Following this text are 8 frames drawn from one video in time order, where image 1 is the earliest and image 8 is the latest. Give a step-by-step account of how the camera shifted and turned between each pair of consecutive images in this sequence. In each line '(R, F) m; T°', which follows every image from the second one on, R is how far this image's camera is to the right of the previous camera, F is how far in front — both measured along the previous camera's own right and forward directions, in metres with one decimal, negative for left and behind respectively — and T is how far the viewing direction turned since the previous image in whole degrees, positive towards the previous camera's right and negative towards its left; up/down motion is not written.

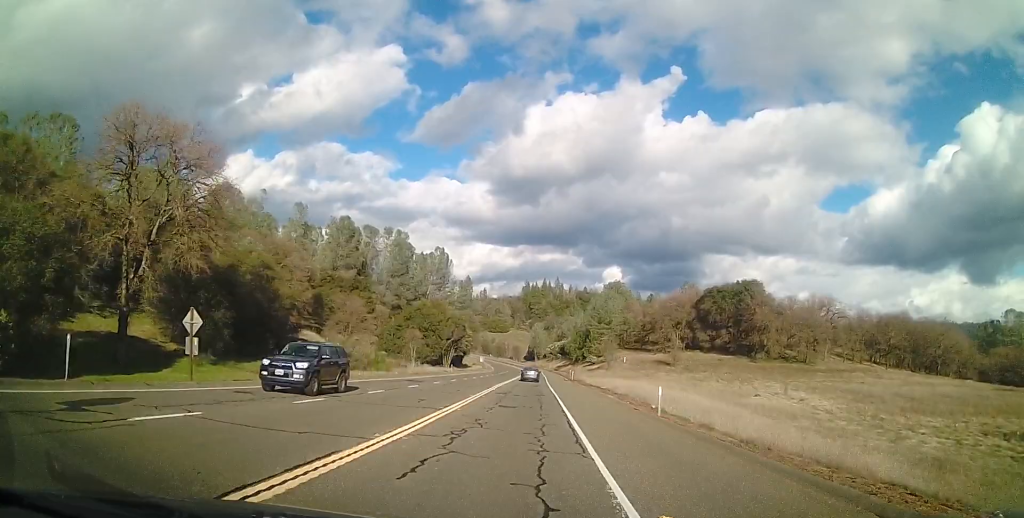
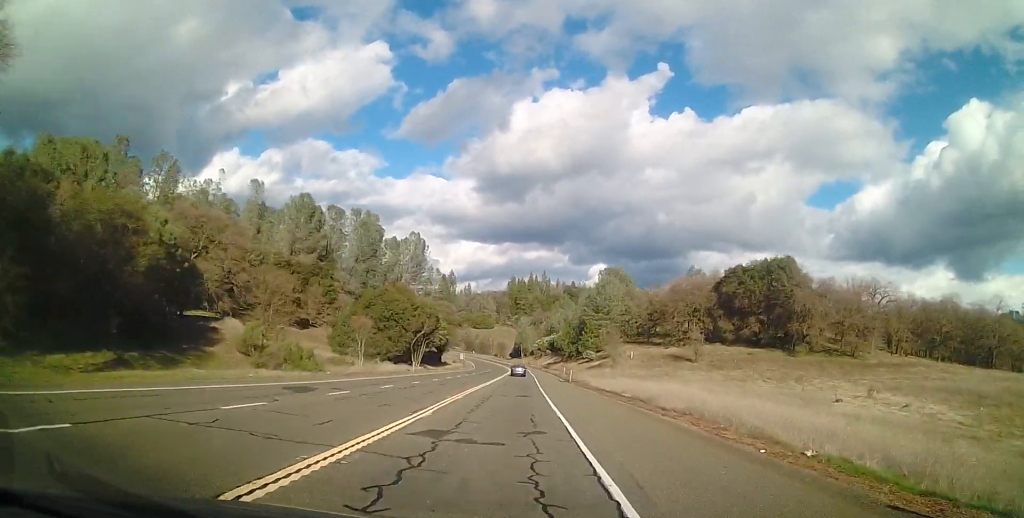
(+0.5, +17.5) m; +1°
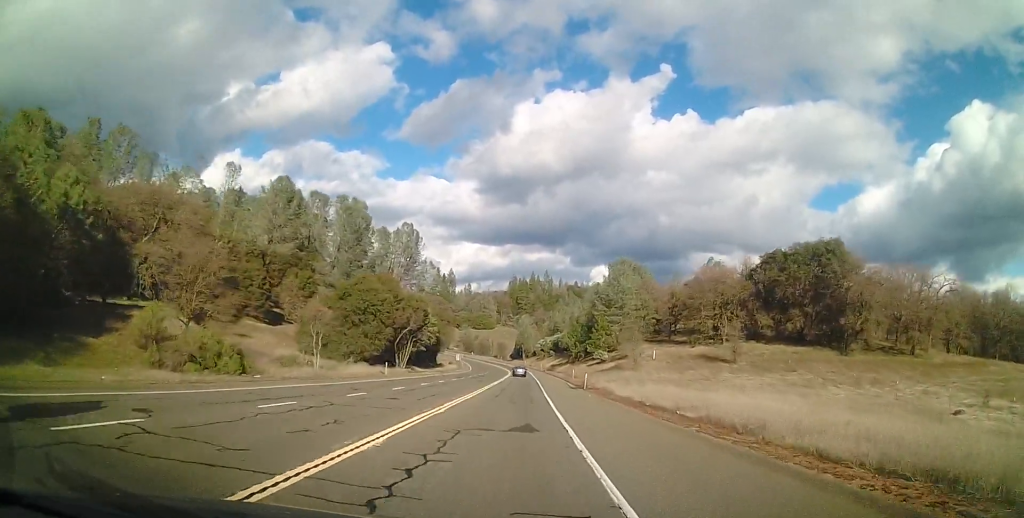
(-0.1, +12.6) m; 0°
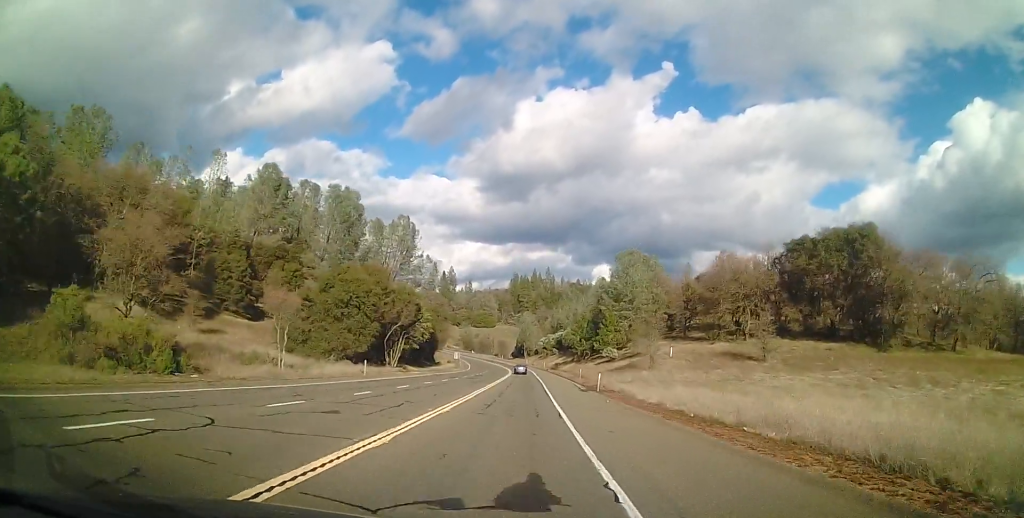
(-0.3, +7.0) m; +1°
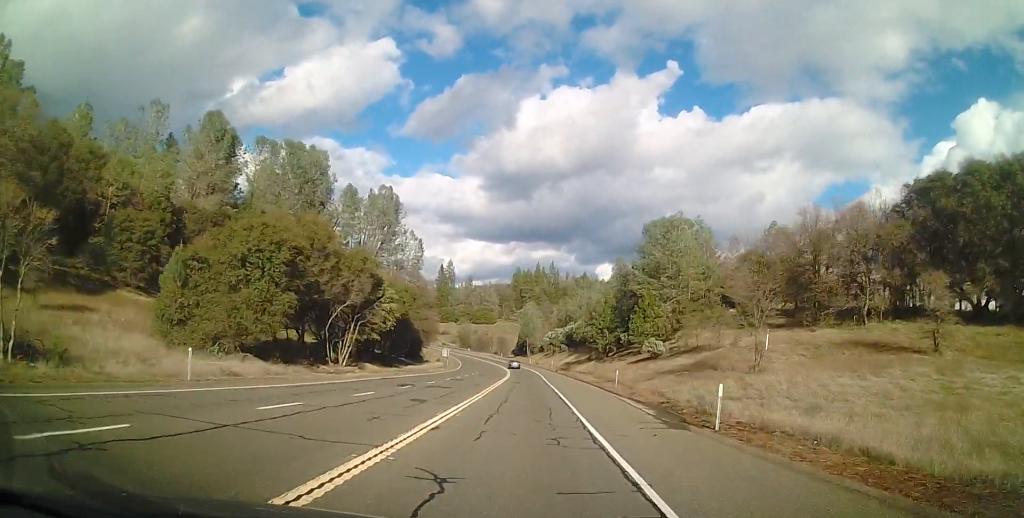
(+1.0, +23.3) m; +2°
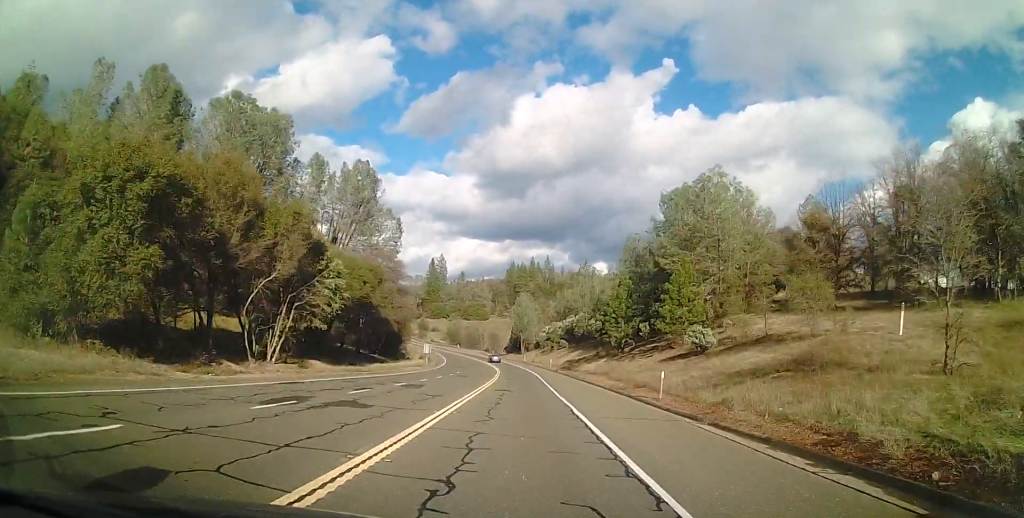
(-0.4, +14.8) m; -2°
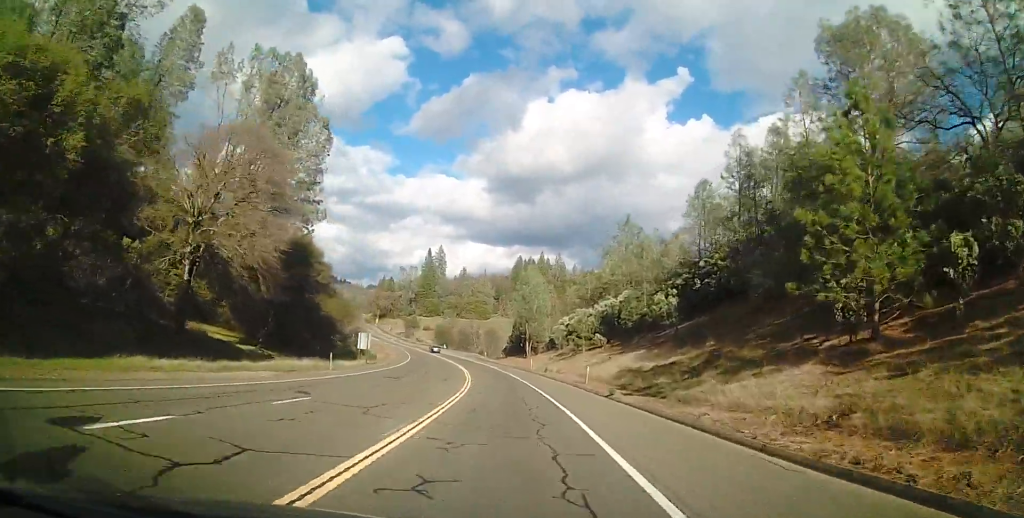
(-0.3, +42.6) m; 0°
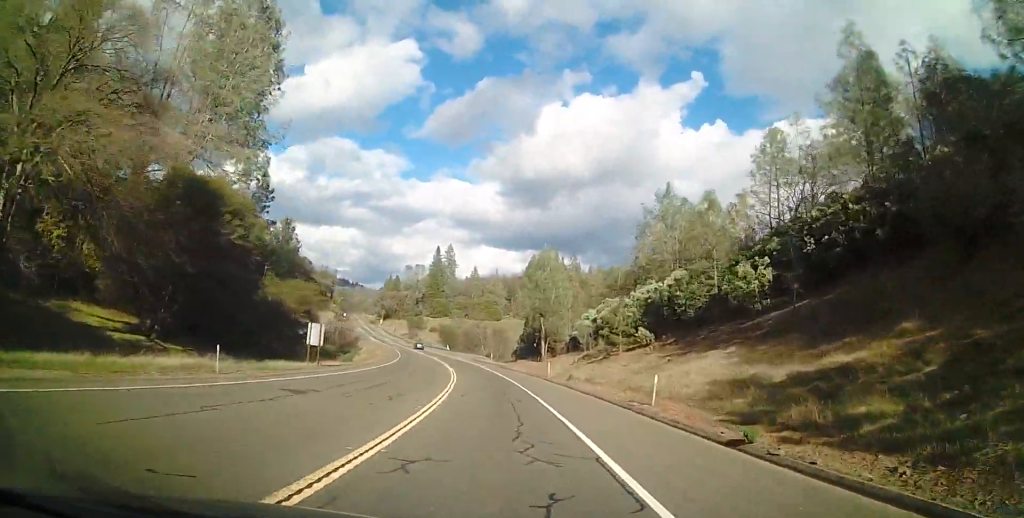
(0.0, +16.8) m; -1°
